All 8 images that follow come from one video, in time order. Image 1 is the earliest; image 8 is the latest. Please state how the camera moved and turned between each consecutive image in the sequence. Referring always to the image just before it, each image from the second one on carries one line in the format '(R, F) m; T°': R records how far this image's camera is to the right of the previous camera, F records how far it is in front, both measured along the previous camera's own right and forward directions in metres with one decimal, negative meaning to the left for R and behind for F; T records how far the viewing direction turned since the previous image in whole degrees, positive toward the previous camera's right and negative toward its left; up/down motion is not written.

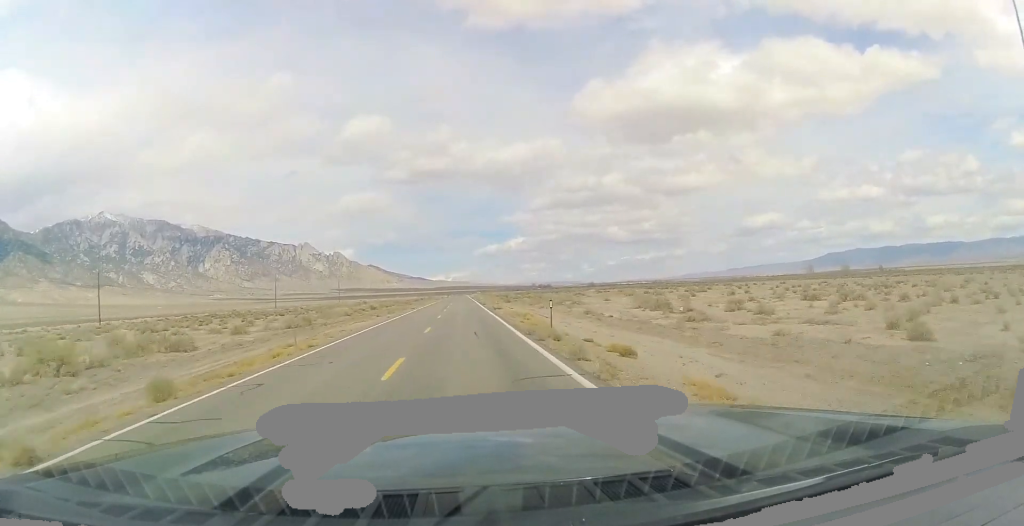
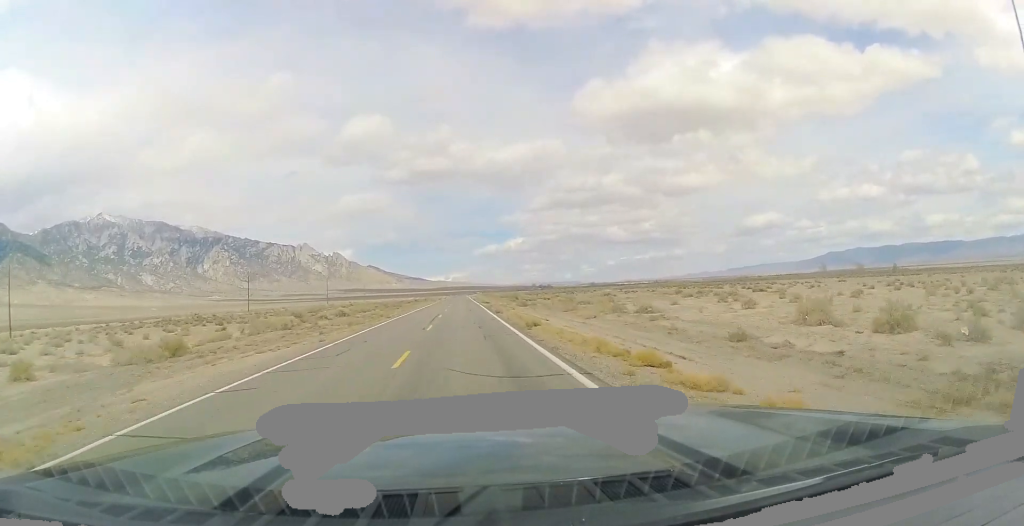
(-0.4, +22.7) m; 0°
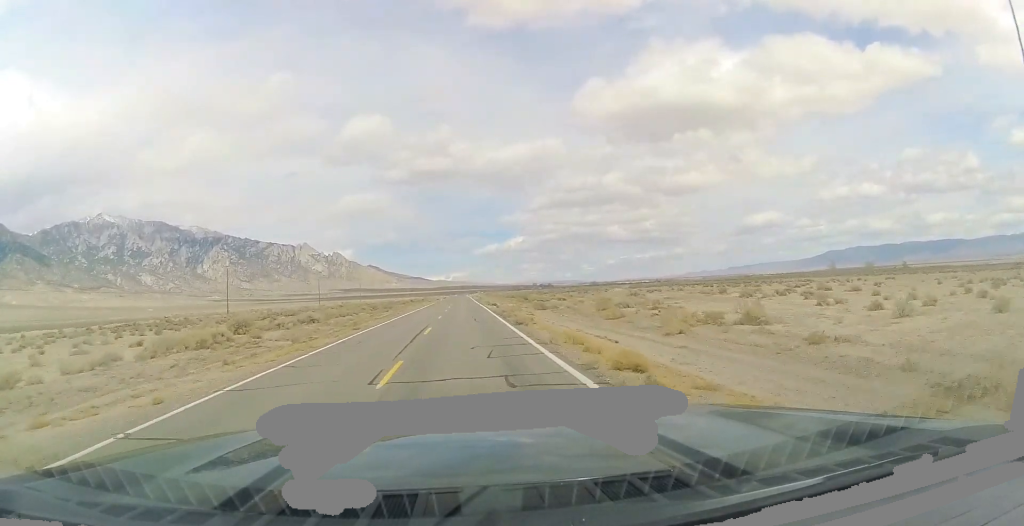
(-0.2, +14.4) m; 0°
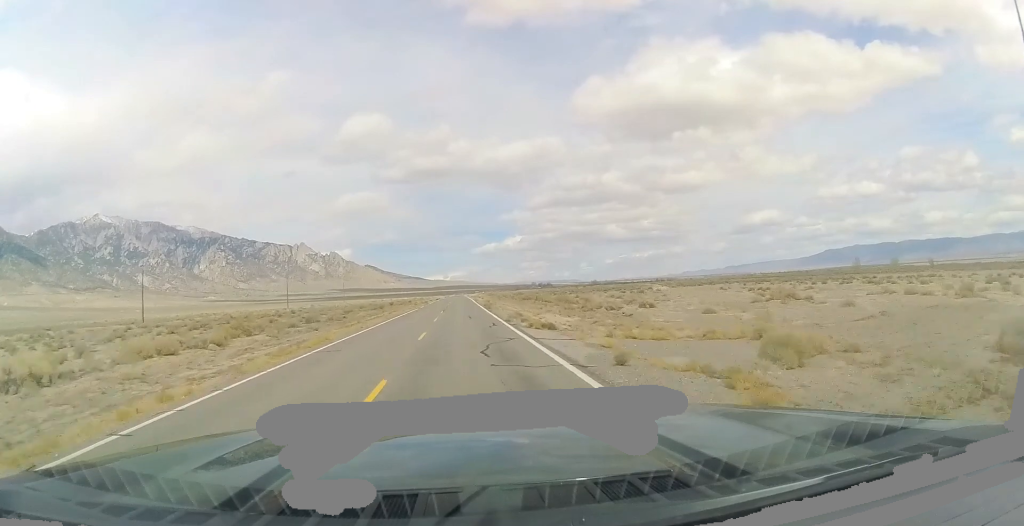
(+0.8, +39.5) m; +2°
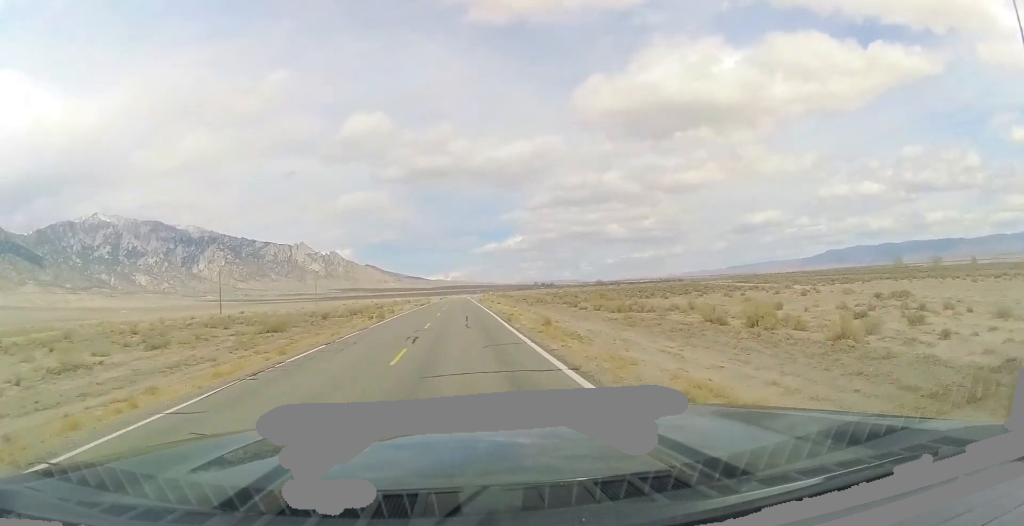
(-0.1, +55.2) m; -1°
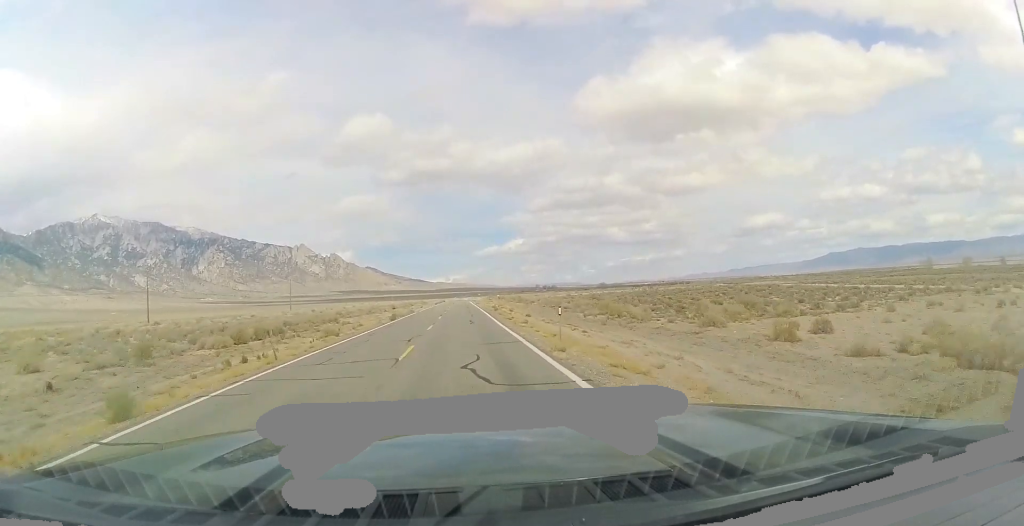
(-0.2, +34.9) m; 0°
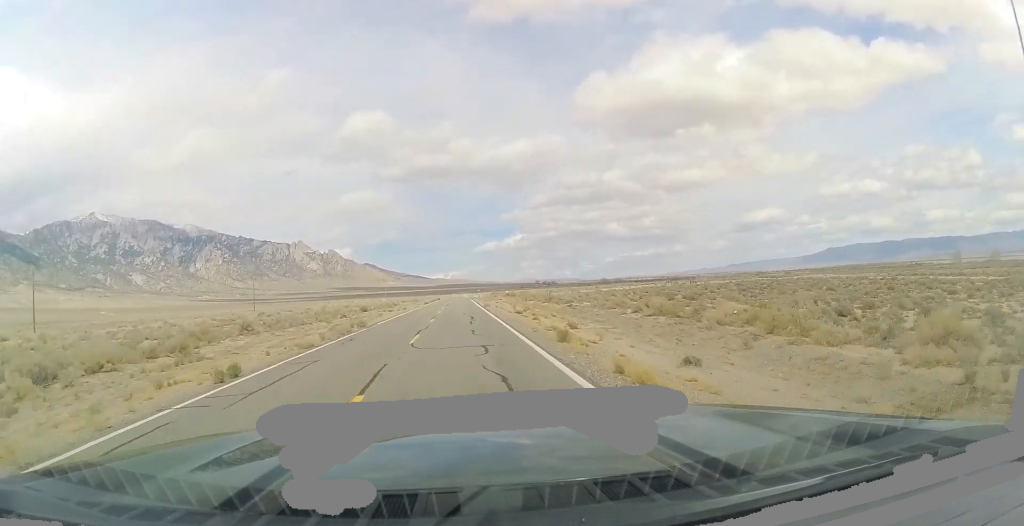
(+0.1, +33.5) m; 0°
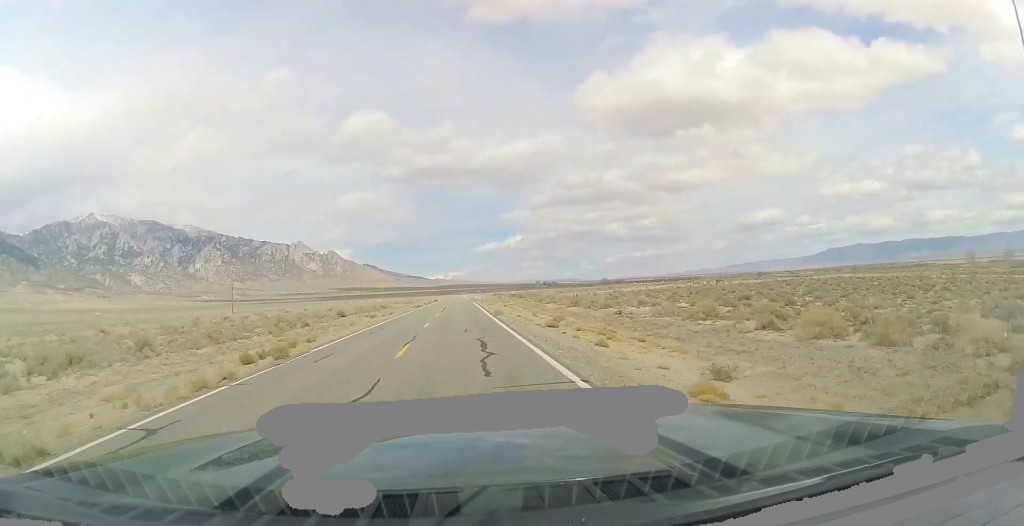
(0.0, +15.5) m; 0°
